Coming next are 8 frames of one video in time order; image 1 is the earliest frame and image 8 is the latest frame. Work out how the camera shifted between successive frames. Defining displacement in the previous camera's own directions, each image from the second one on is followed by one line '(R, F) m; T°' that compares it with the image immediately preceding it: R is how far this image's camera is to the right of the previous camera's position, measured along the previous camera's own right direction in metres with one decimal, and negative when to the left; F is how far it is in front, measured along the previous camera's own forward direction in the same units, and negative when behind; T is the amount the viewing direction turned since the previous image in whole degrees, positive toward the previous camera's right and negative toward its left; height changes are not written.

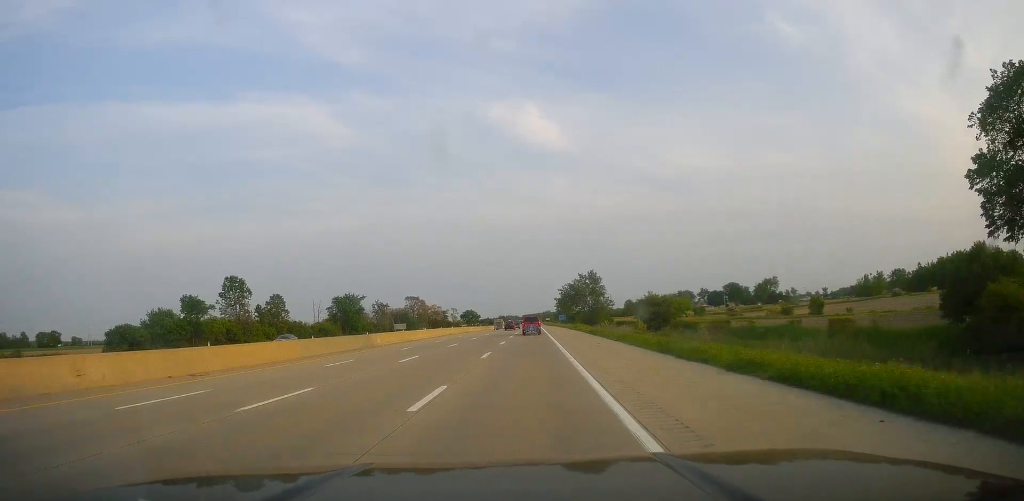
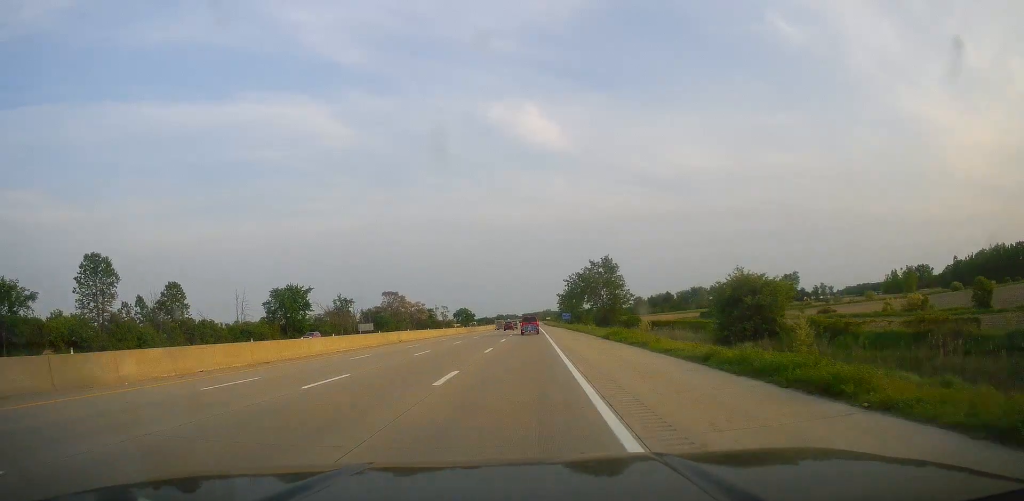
(-0.3, +41.4) m; 0°
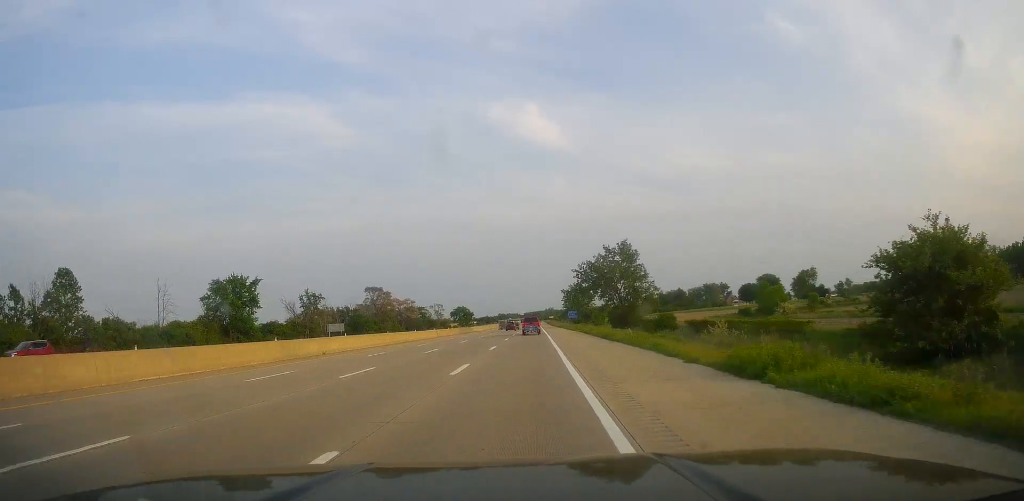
(+0.2, +27.4) m; 0°
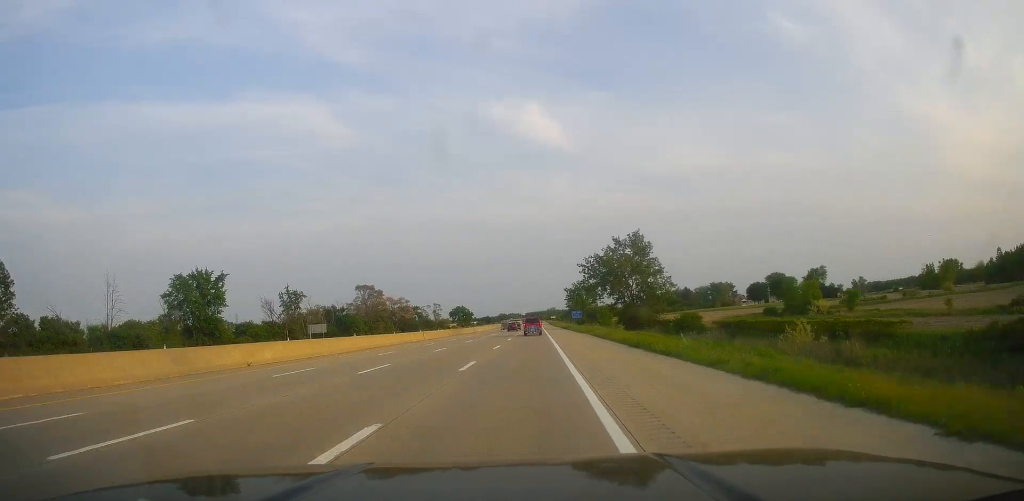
(-0.2, +13.2) m; -1°
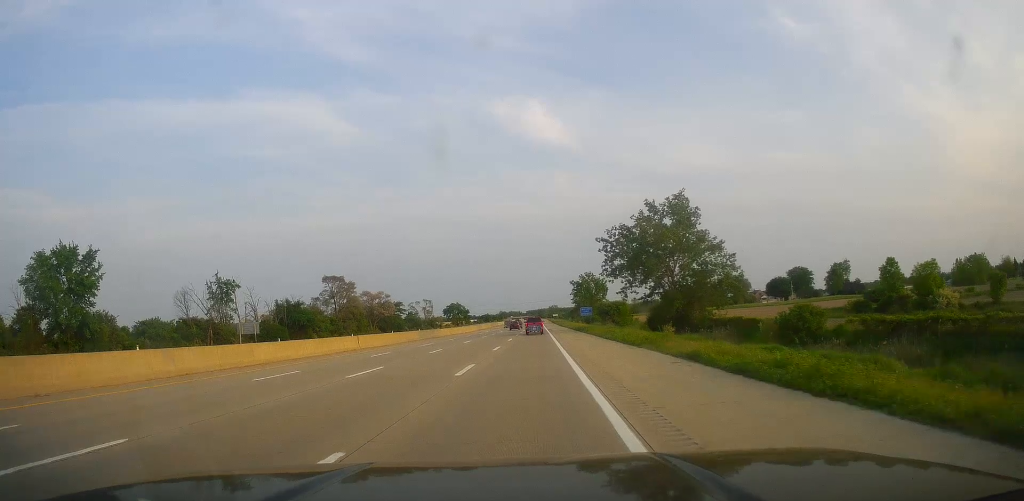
(-0.2, +32.8) m; 0°
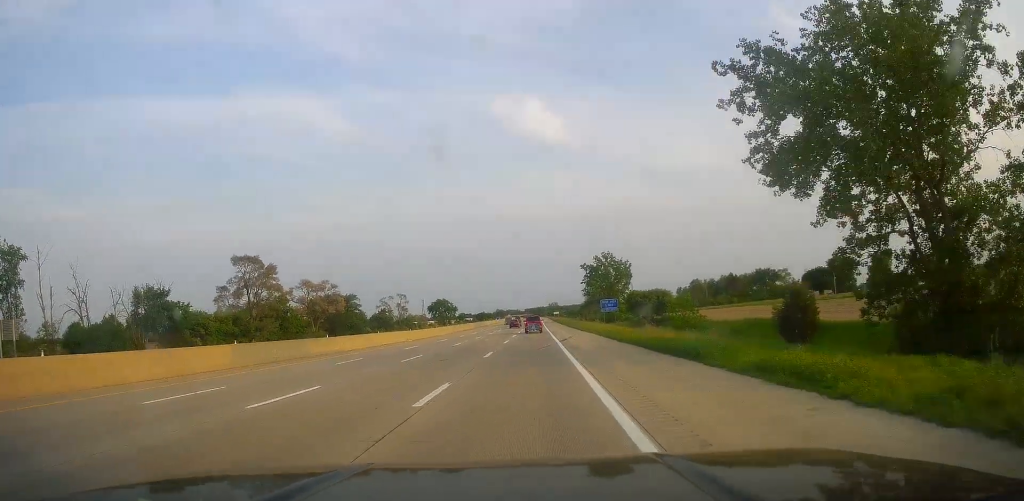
(+0.4, +52.6) m; 0°
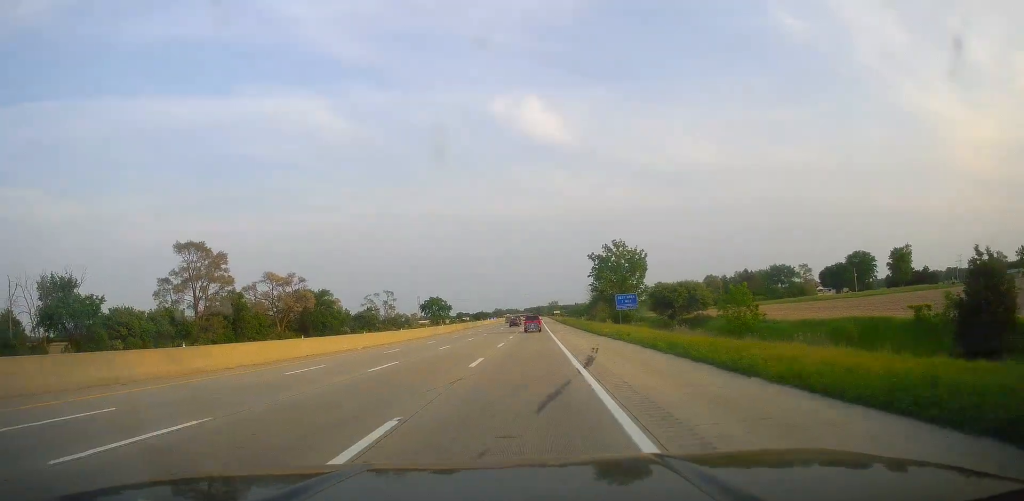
(-0.3, +20.8) m; 0°
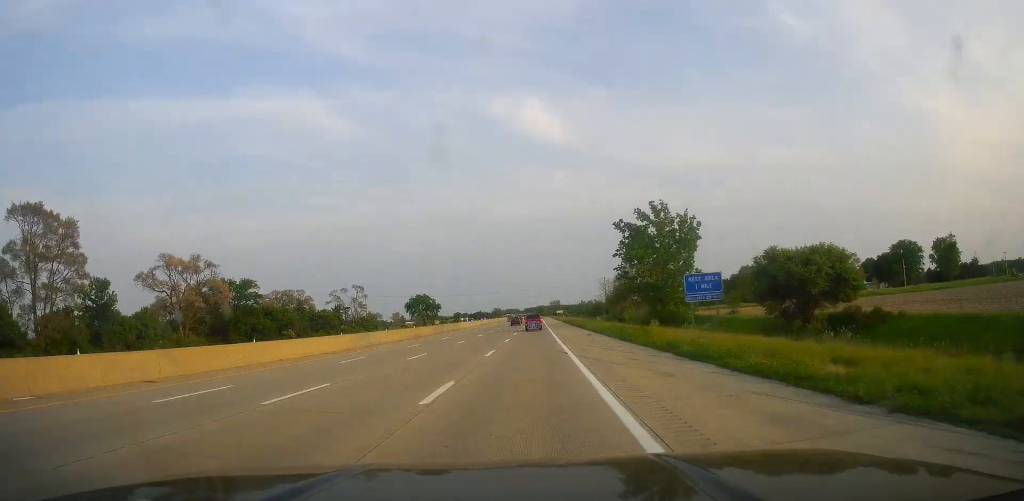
(+0.7, +39.3) m; 0°
